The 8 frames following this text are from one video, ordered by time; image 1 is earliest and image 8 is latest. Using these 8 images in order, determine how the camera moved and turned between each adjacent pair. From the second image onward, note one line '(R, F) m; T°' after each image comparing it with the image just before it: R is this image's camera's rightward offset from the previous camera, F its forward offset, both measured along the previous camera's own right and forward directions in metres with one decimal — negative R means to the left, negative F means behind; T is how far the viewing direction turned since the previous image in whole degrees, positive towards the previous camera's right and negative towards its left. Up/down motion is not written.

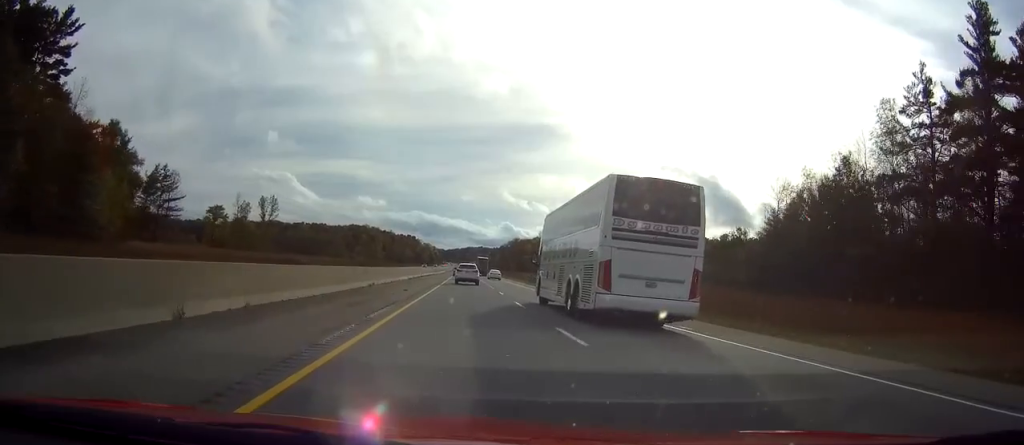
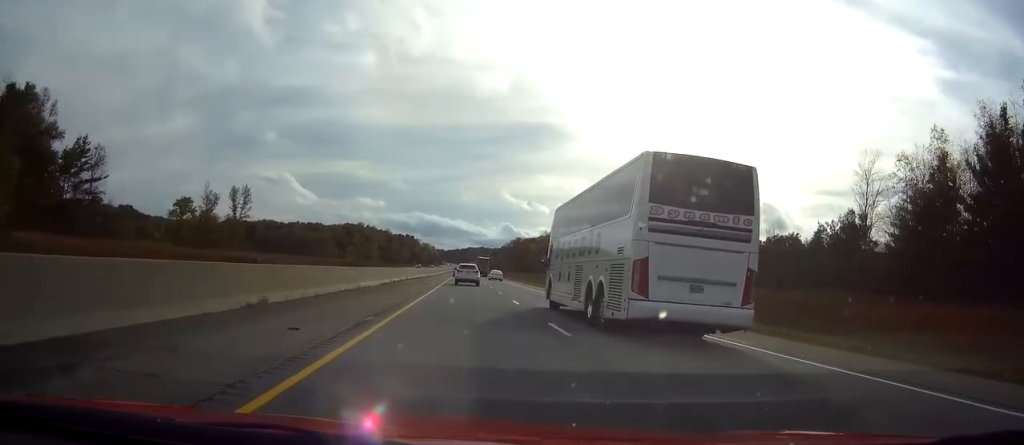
(0.0, +22.6) m; 0°
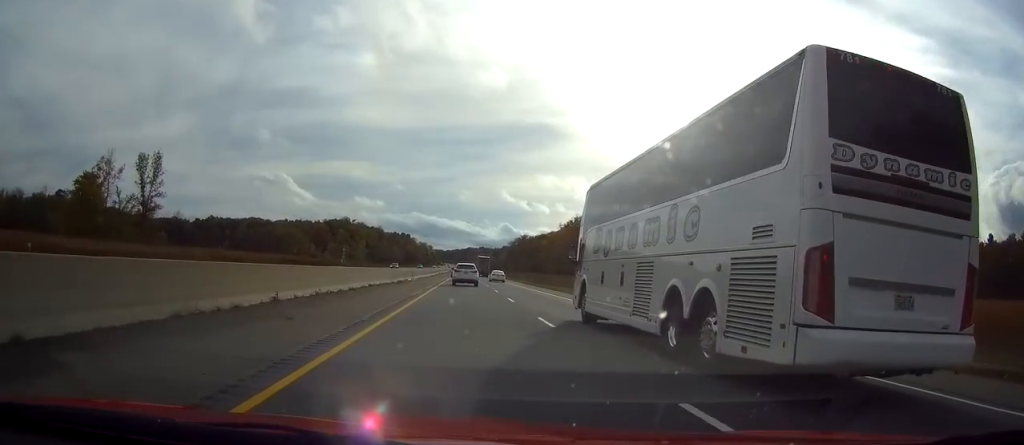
(0.0, +46.2) m; 0°
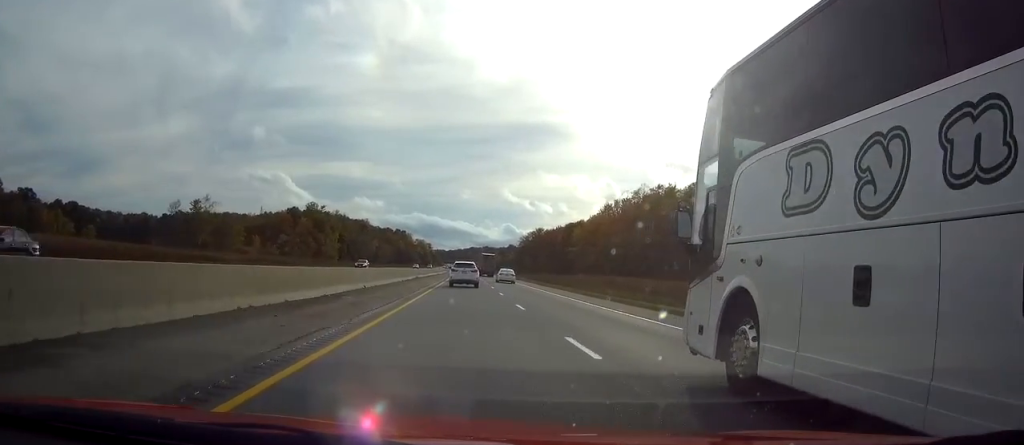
(0.0, +77.6) m; 0°
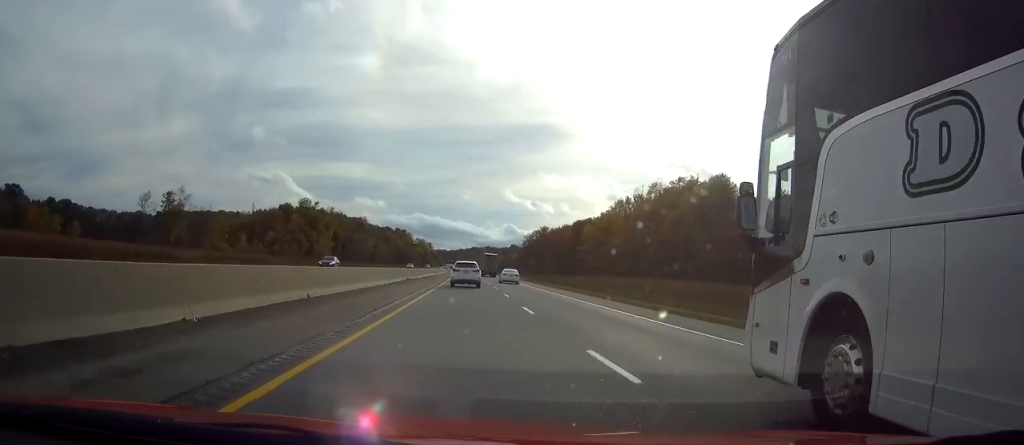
(0.0, +14.0) m; 0°
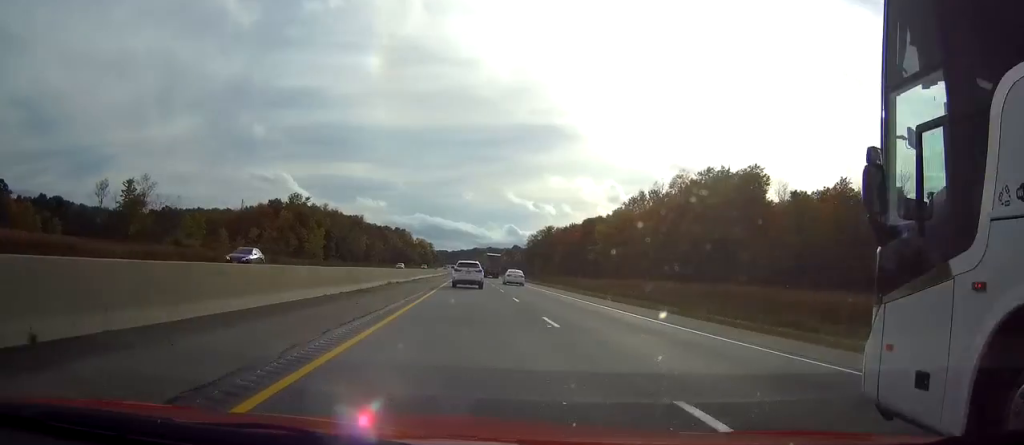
(0.0, +16.3) m; 0°
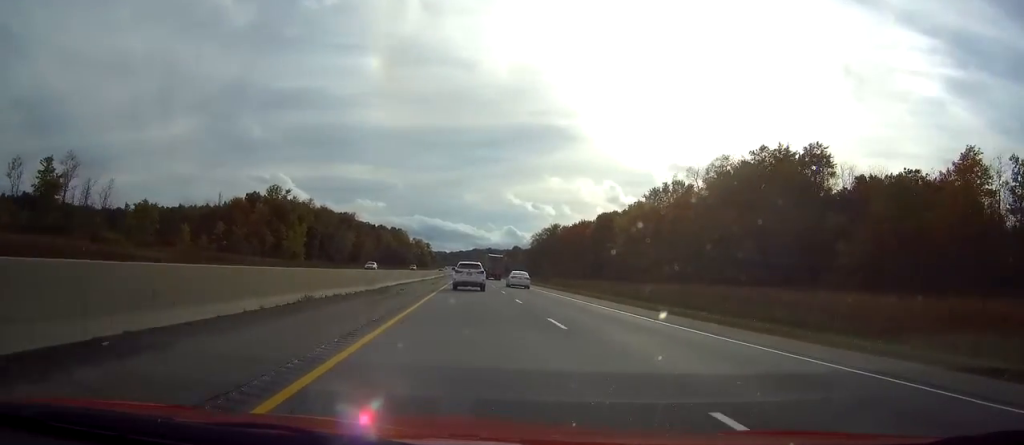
(0.0, +24.4) m; 0°
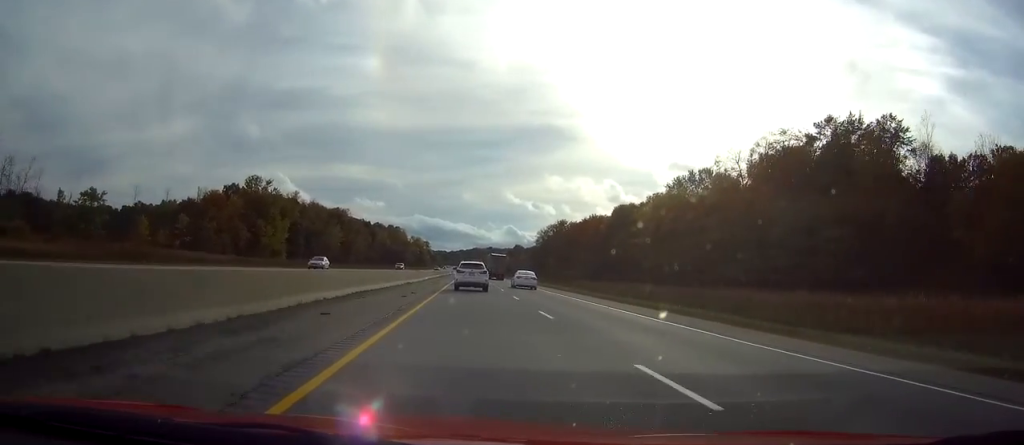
(-0.1, +20.8) m; 0°
